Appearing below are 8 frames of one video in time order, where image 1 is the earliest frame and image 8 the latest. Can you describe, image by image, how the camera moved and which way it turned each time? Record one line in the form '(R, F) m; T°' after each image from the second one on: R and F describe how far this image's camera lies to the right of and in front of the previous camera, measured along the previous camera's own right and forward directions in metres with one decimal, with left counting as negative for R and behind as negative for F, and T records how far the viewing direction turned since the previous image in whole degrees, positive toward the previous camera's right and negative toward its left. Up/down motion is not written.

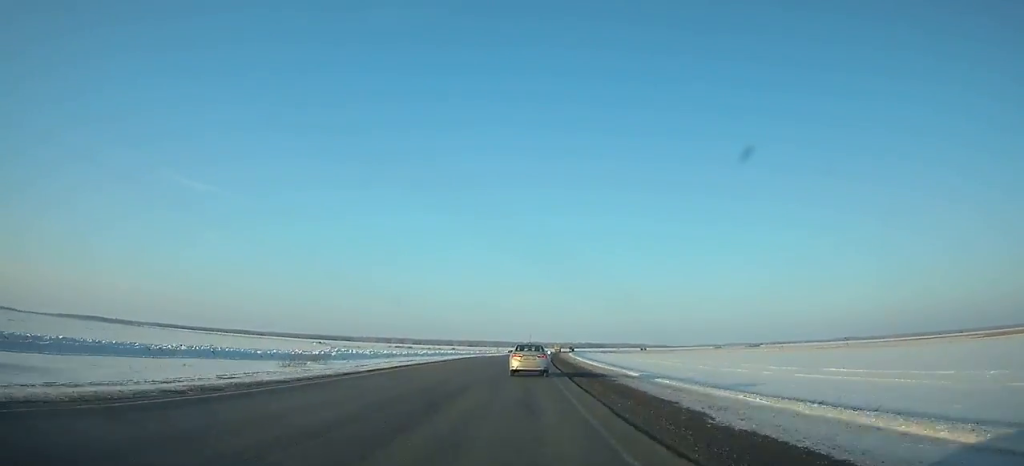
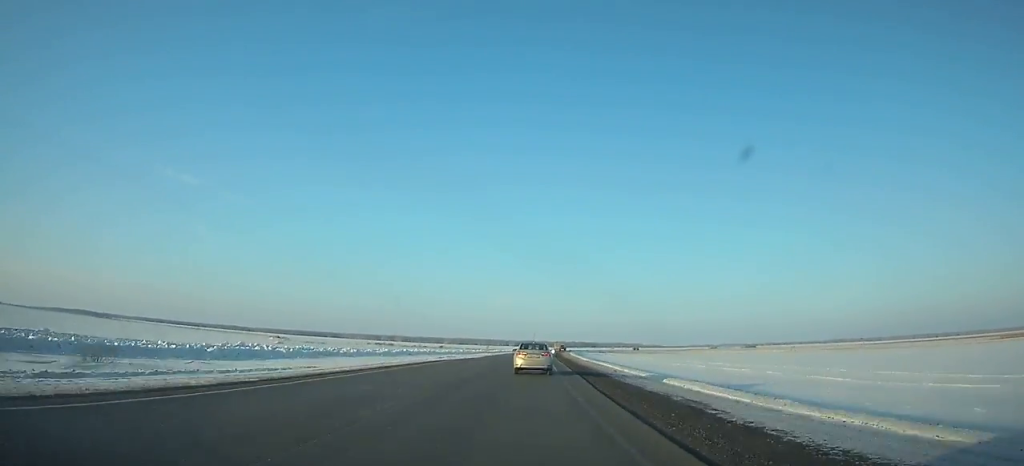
(0.0, +39.8) m; +1°
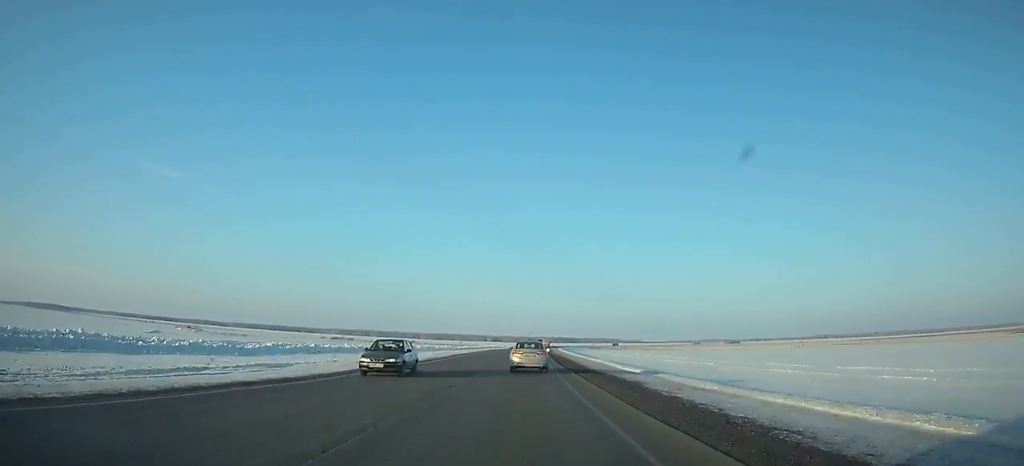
(+0.9, +52.1) m; +1°
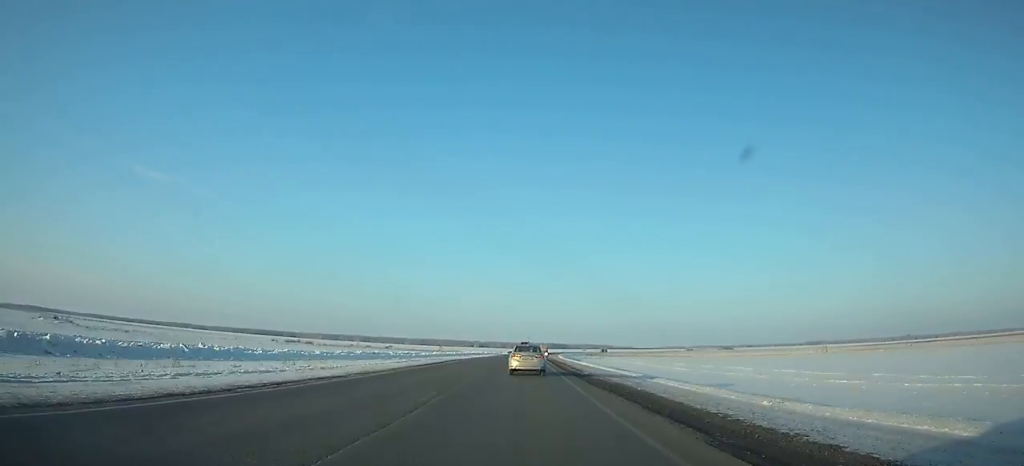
(+0.7, +54.5) m; +1°
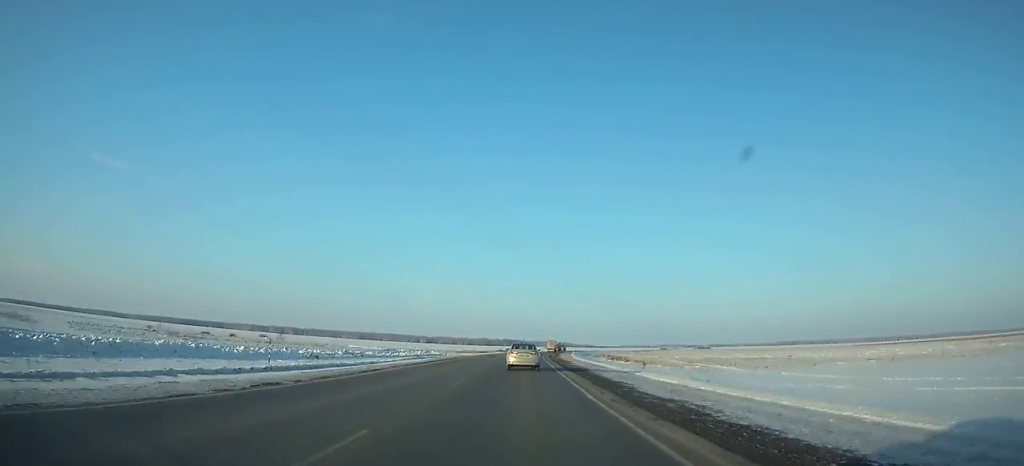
(+7.9, +217.6) m; +5°
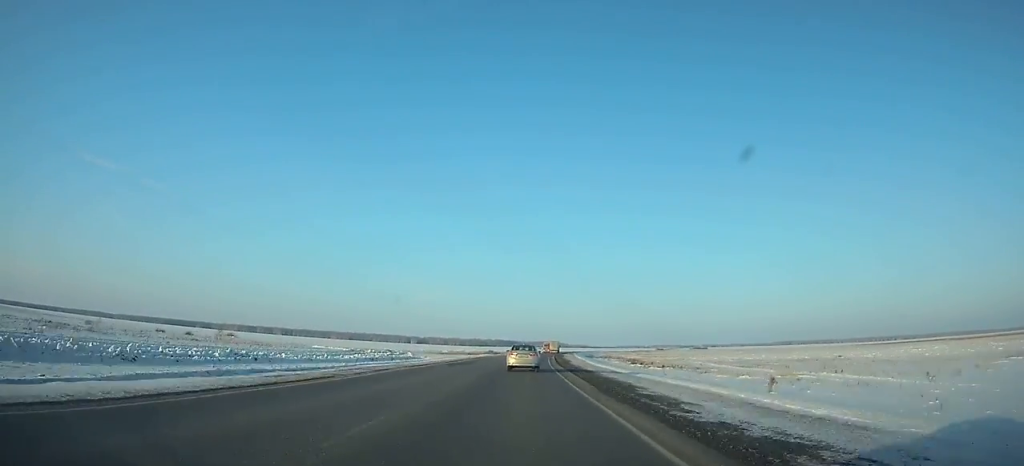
(-0.1, +34.6) m; +1°
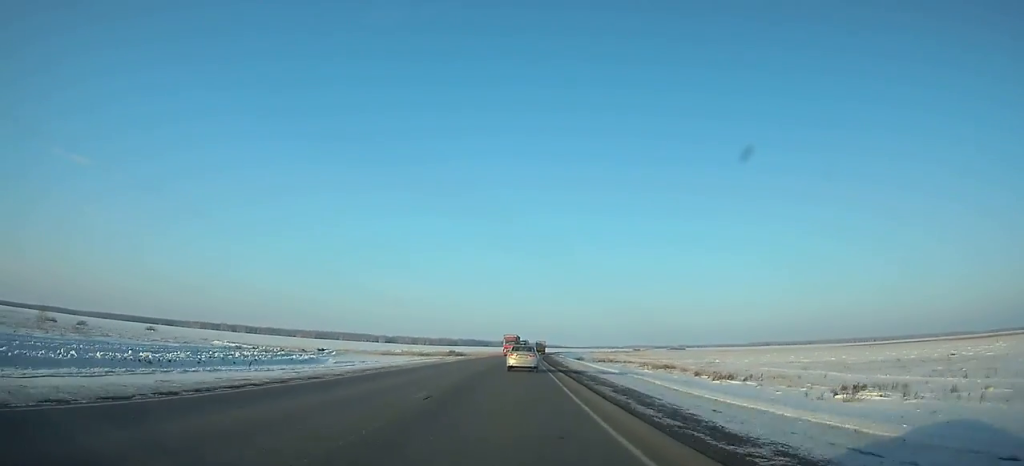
(+1.4, +57.1) m; +2°
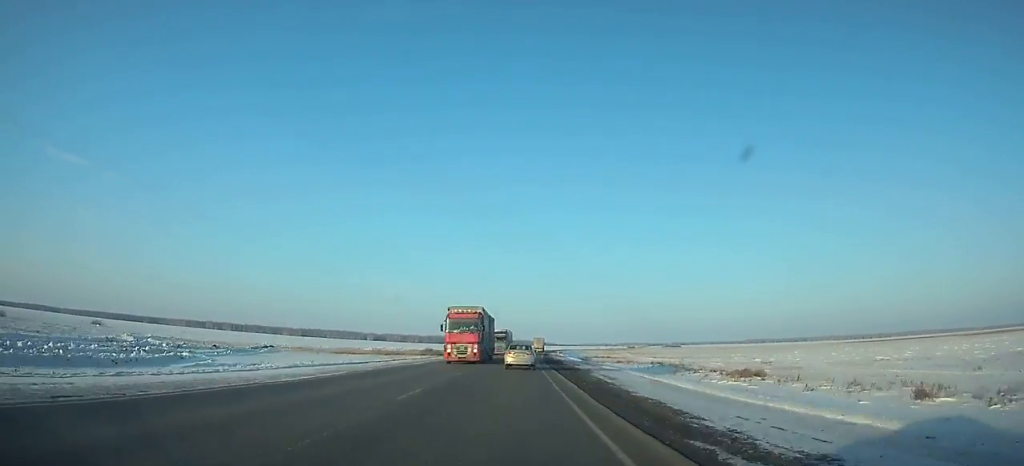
(+0.3, +37.4) m; +1°
